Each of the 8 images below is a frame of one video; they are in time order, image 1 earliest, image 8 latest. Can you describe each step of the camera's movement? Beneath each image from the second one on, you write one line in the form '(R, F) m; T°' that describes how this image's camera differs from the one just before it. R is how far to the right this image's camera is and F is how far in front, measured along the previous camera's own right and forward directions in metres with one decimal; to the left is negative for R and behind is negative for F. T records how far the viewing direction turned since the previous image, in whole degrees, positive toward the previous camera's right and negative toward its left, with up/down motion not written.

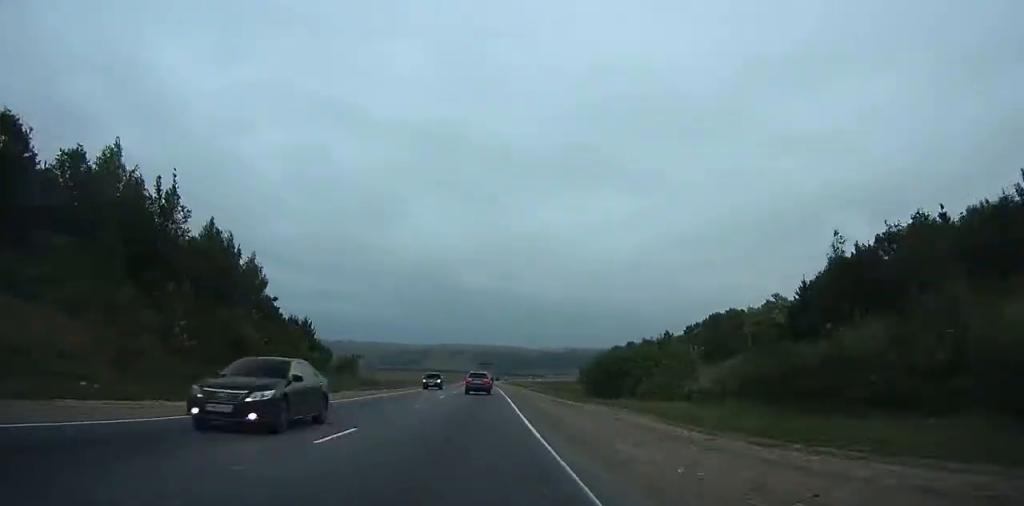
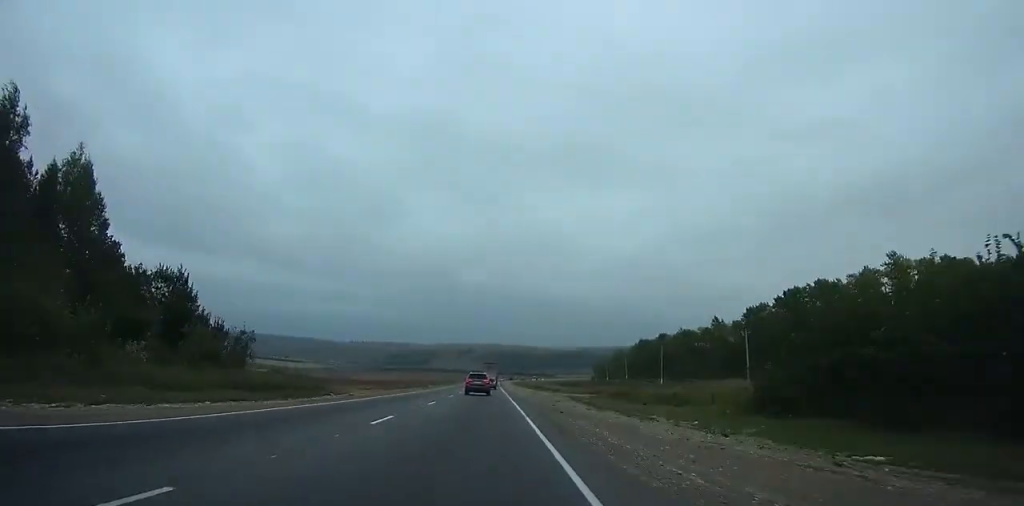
(-0.3, +43.0) m; 0°
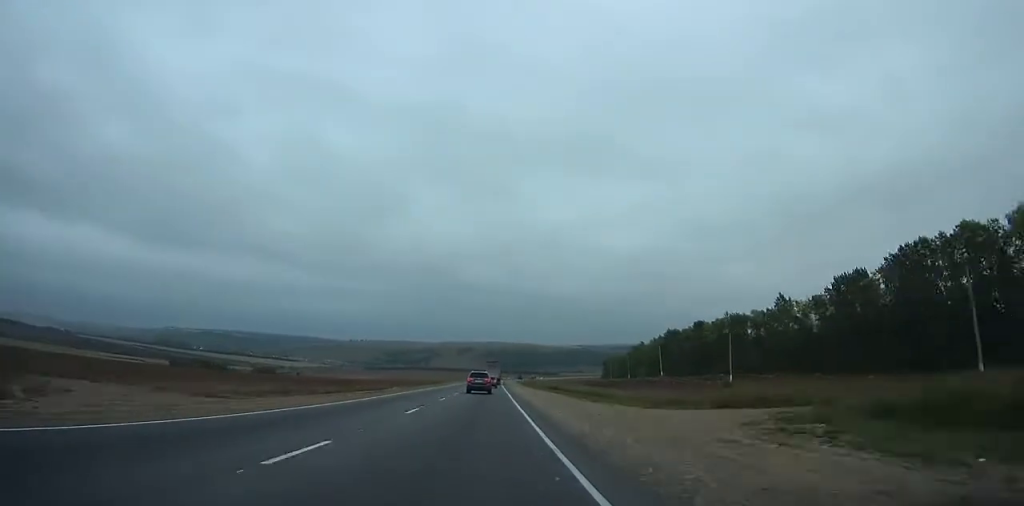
(-0.1, +41.3) m; 0°
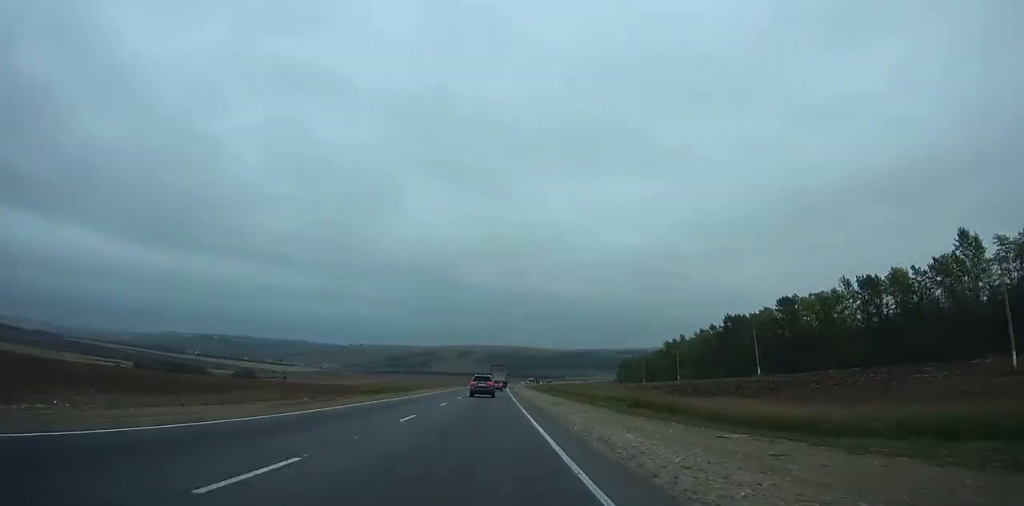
(+0.1, +61.7) m; 0°
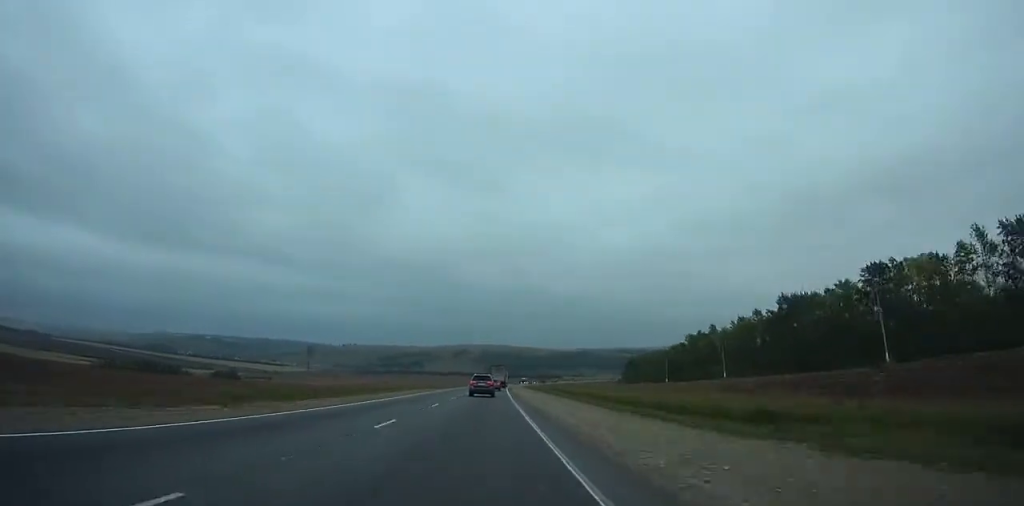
(+0.1, +38.0) m; 0°
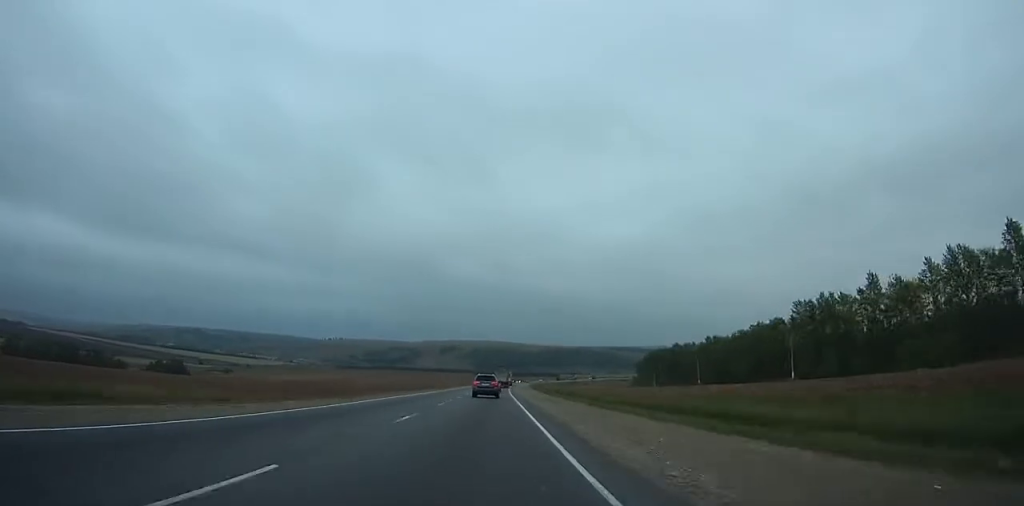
(+0.3, +91.4) m; +1°
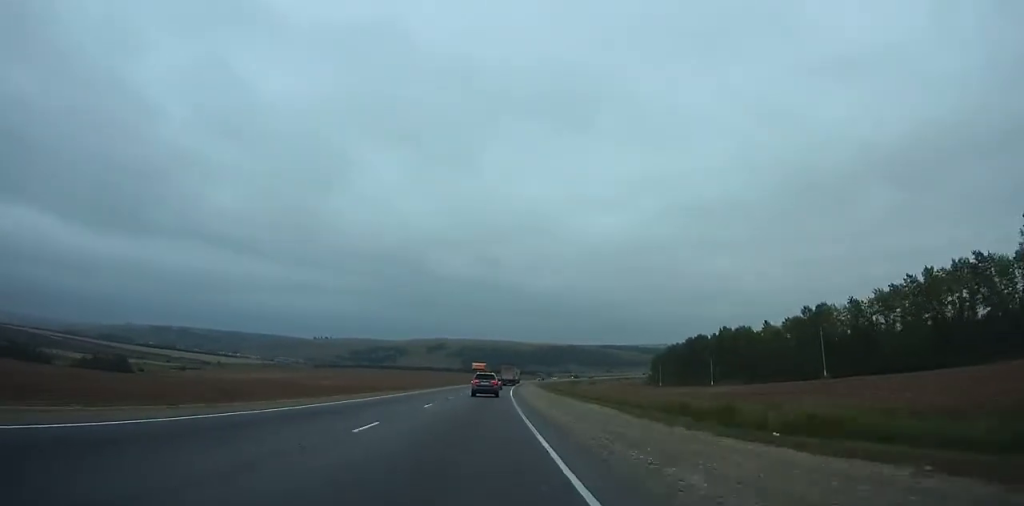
(+0.6, +74.1) m; +1°
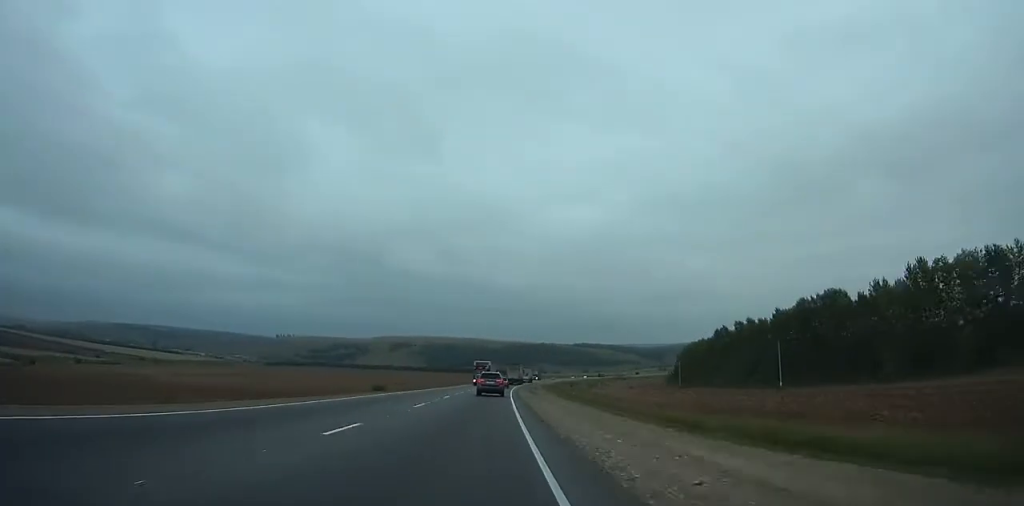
(+2.8, +119.0) m; +3°
